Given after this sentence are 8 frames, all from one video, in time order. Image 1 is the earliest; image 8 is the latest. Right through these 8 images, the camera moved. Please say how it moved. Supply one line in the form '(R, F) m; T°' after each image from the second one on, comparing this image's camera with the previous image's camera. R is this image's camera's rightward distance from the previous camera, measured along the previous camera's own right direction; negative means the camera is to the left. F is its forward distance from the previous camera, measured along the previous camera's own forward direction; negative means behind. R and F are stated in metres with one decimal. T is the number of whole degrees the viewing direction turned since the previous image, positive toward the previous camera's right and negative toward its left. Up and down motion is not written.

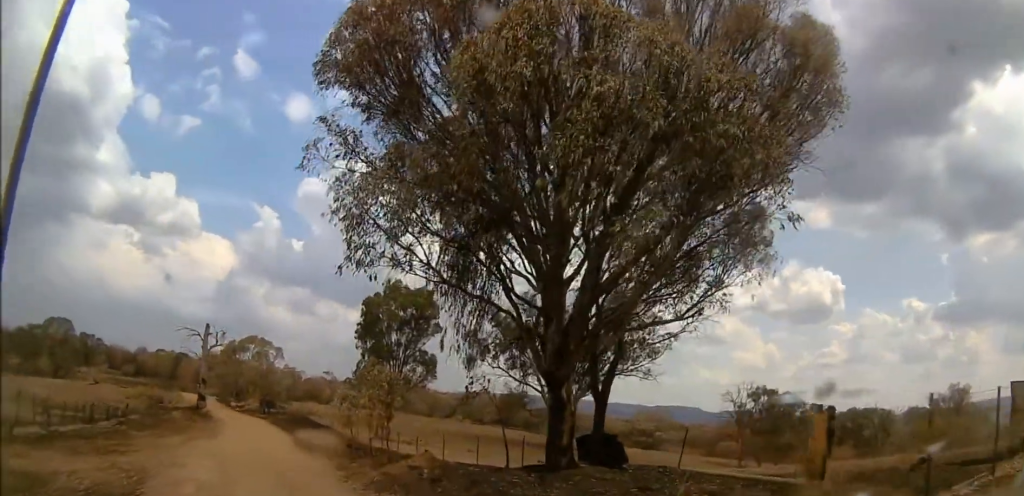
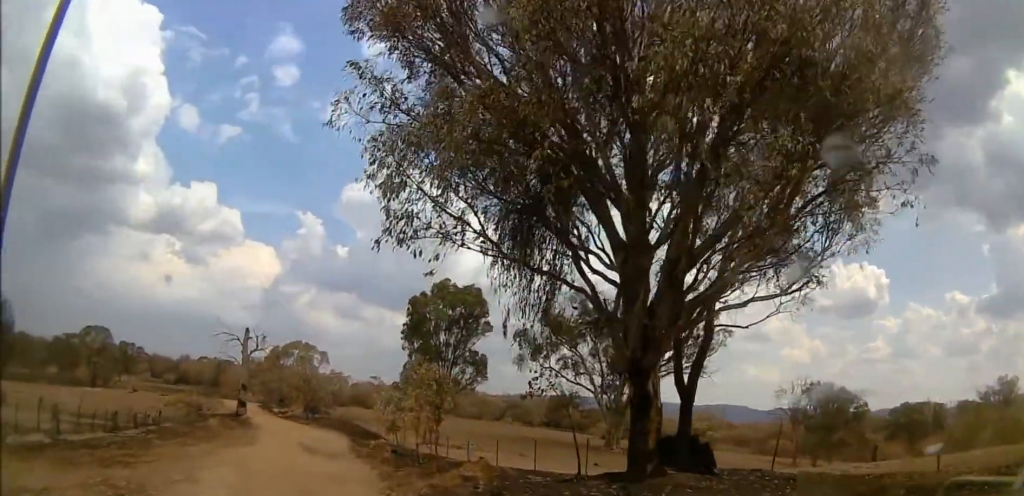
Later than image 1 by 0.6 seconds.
(0.0, +2.5) m; -2°
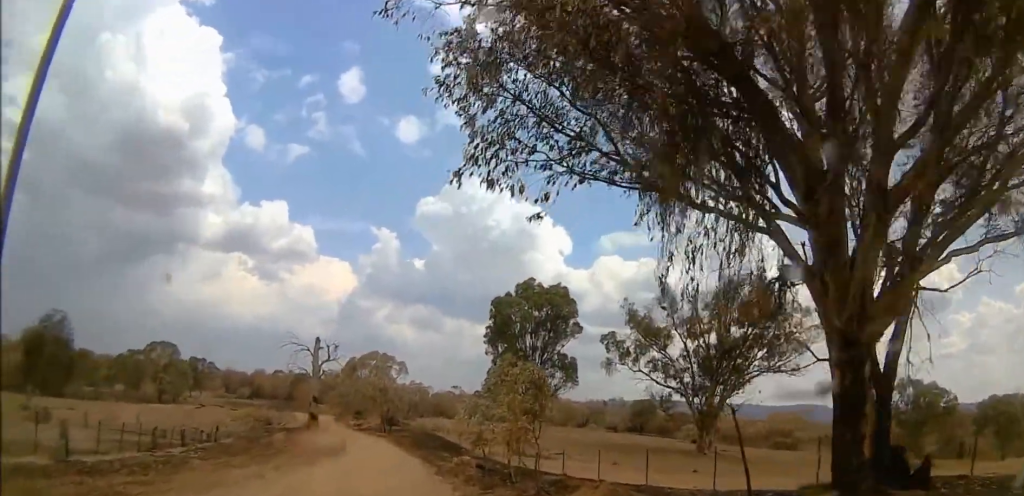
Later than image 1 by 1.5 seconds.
(-0.1, +4.1) m; -8°
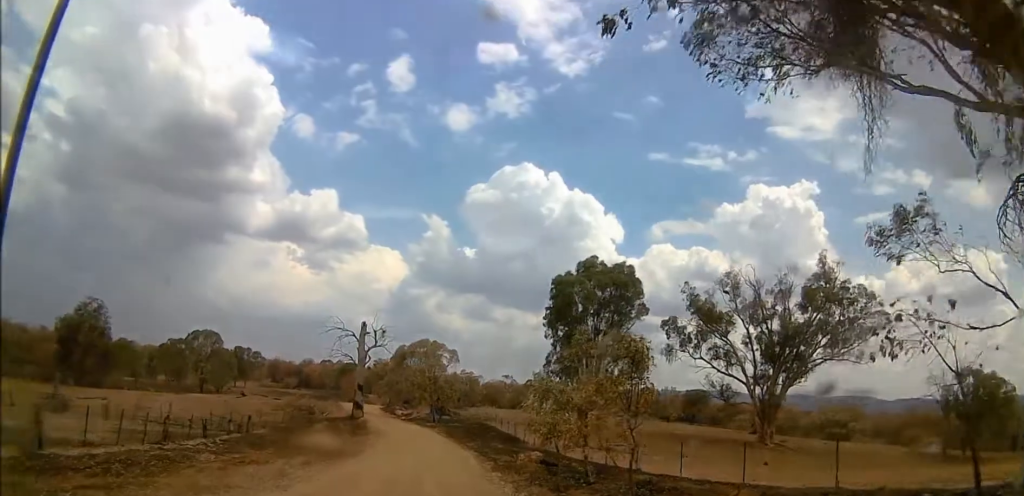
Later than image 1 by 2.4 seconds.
(-0.4, +3.6) m; -8°
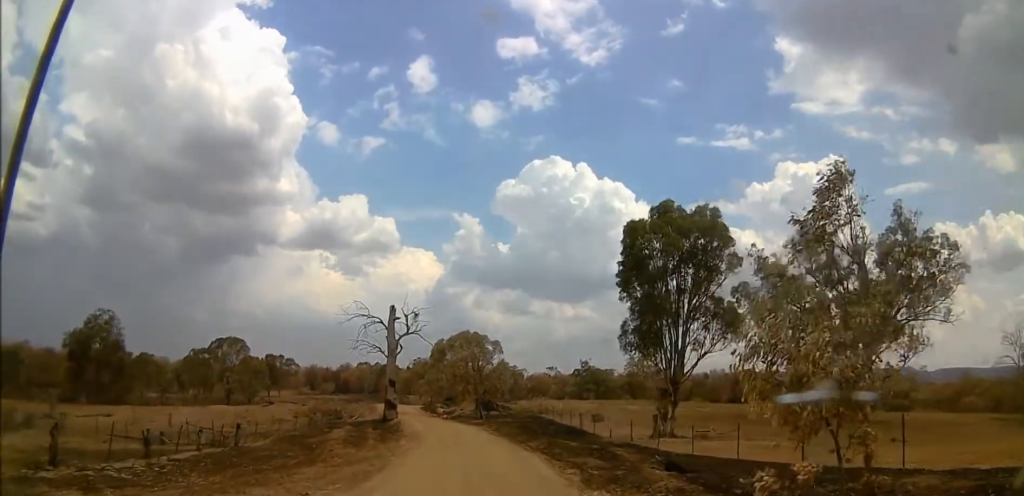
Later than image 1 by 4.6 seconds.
(-1.3, +9.2) m; -7°
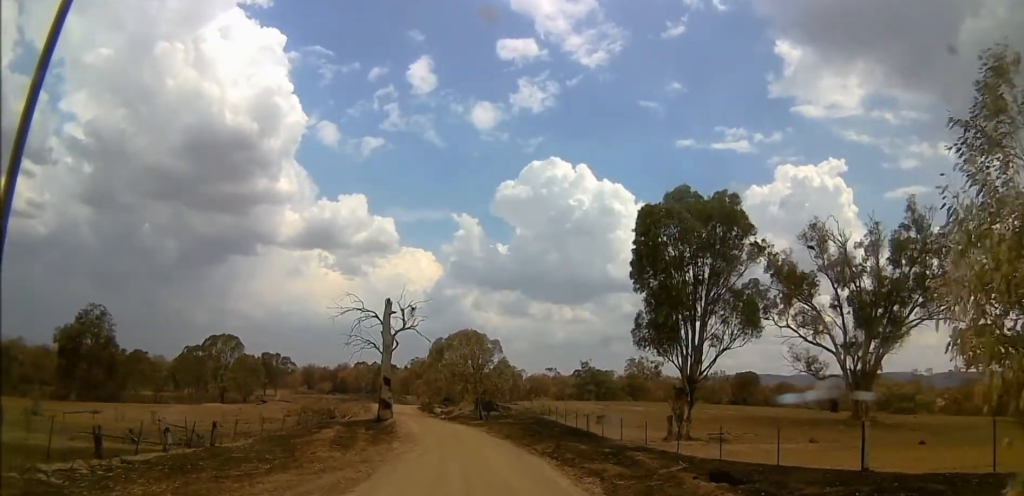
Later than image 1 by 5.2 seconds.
(+0.3, +2.8) m; +4°
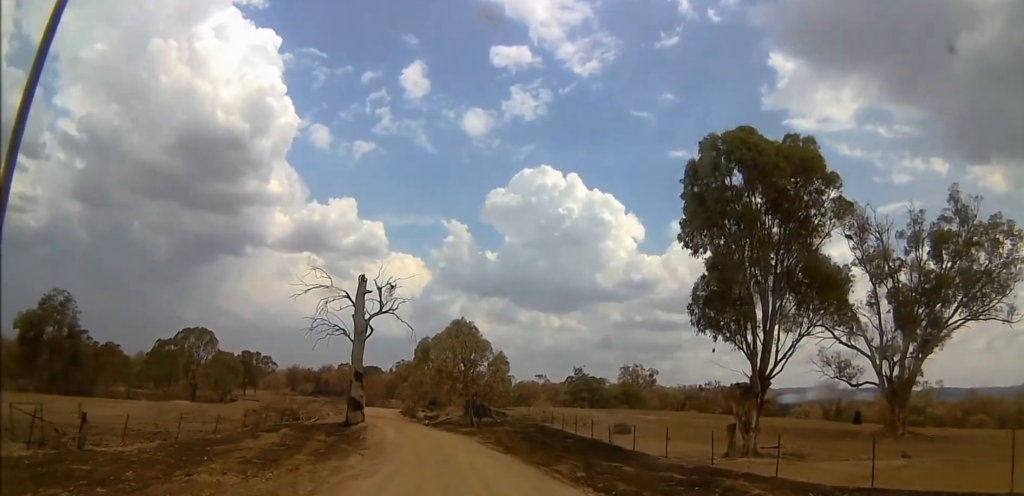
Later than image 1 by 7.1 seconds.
(-0.8, +9.3) m; -7°
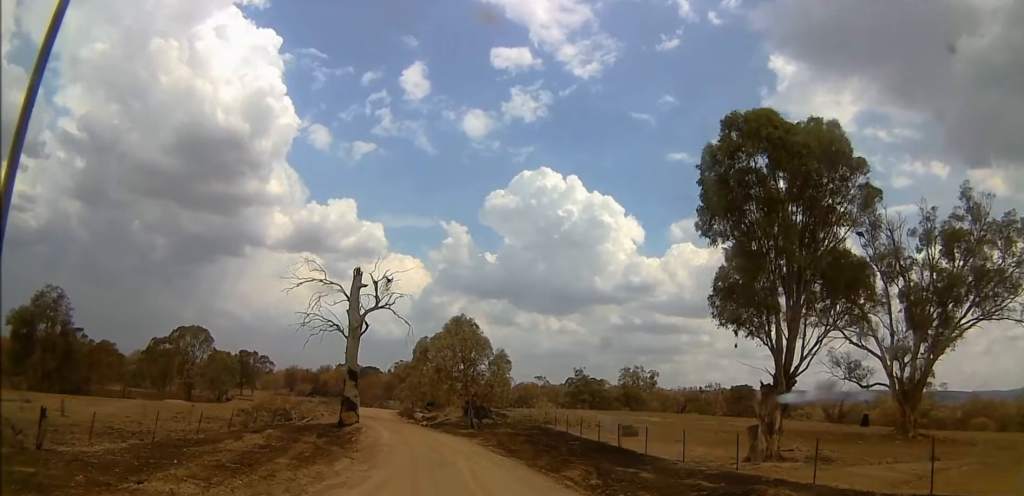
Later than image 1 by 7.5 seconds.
(-0.1, +2.1) m; +1°
